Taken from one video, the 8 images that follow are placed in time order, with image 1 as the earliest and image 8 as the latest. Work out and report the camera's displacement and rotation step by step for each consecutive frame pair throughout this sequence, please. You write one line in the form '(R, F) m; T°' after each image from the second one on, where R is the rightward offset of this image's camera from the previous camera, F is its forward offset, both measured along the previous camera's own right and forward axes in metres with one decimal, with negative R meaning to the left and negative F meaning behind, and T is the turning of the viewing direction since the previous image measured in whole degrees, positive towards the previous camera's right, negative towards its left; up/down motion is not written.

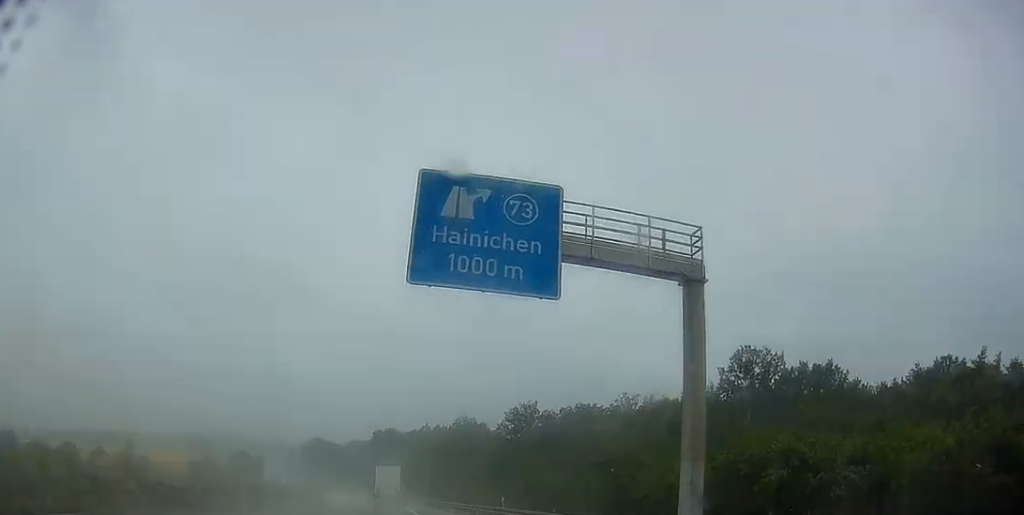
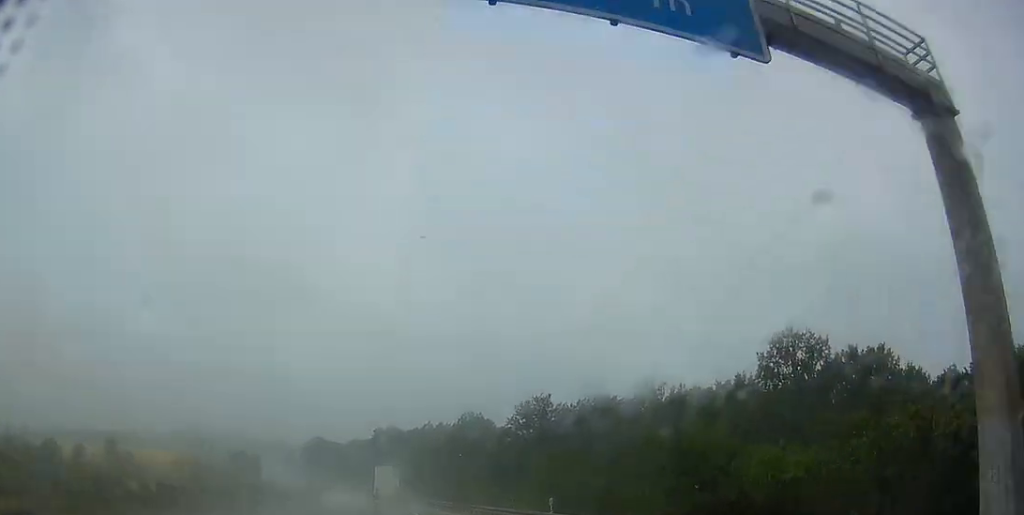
(-0.2, +10.3) m; +1°
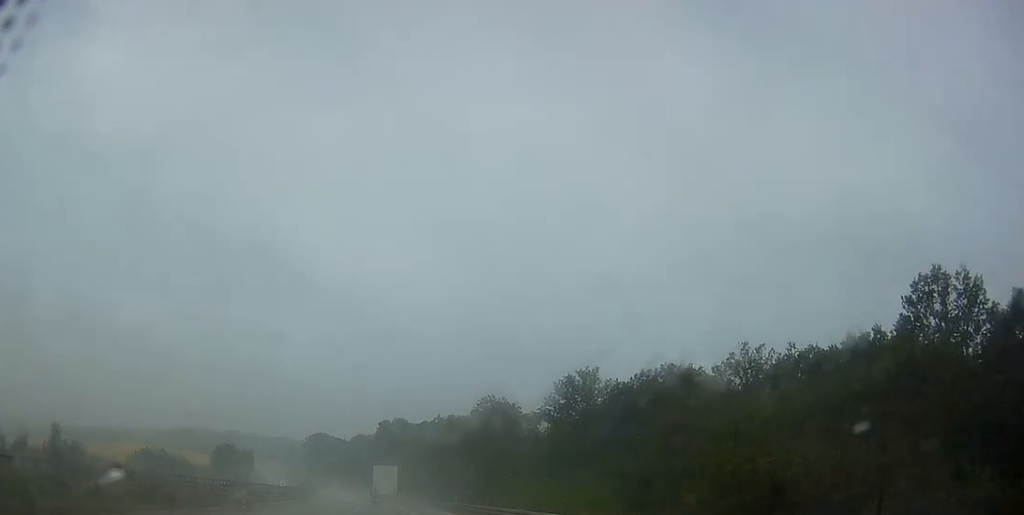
(+0.9, +26.8) m; -1°
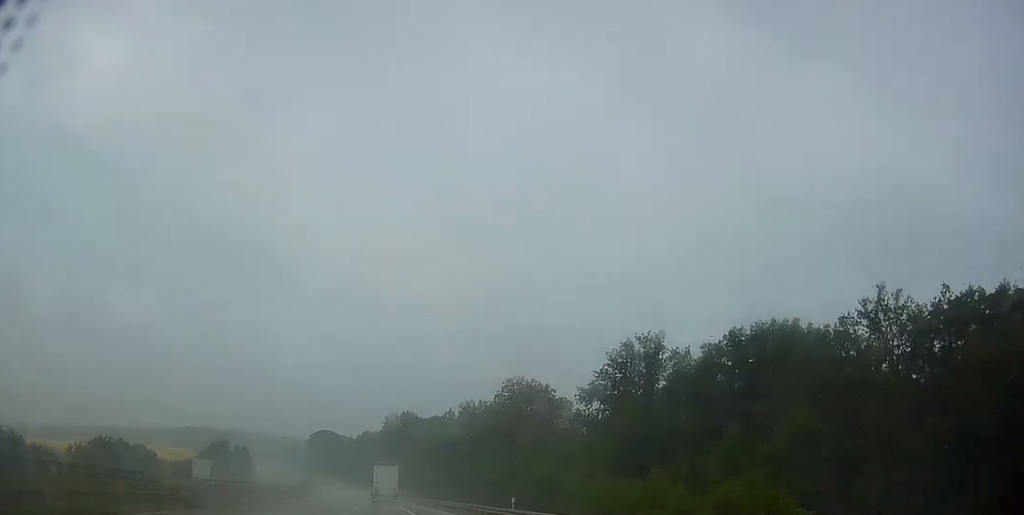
(-1.0, +22.7) m; -3°
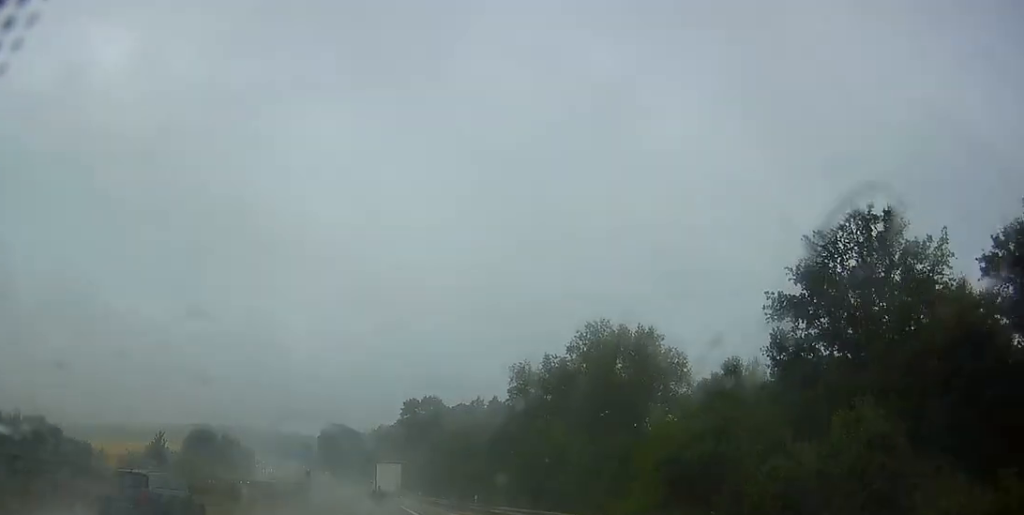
(+0.7, +38.9) m; +1°
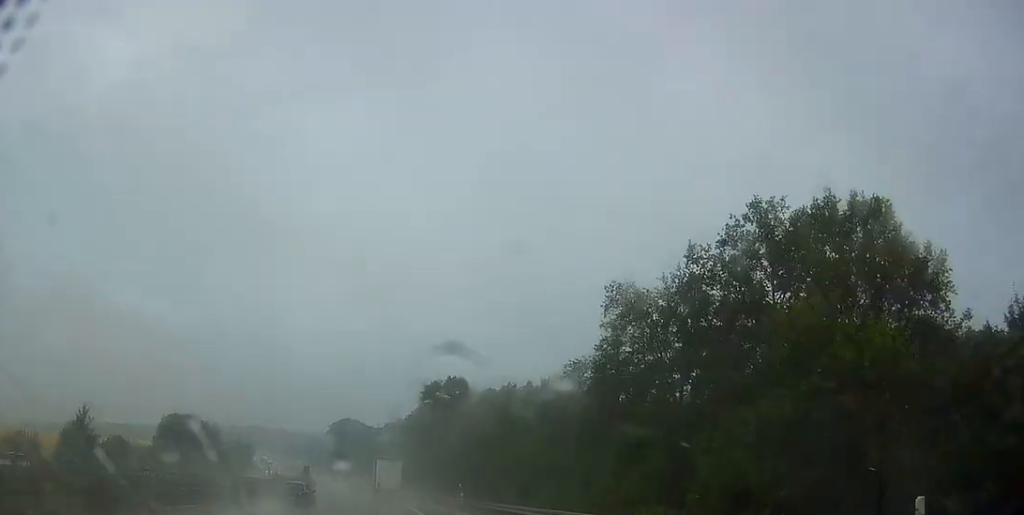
(-1.3, +36.1) m; -2°
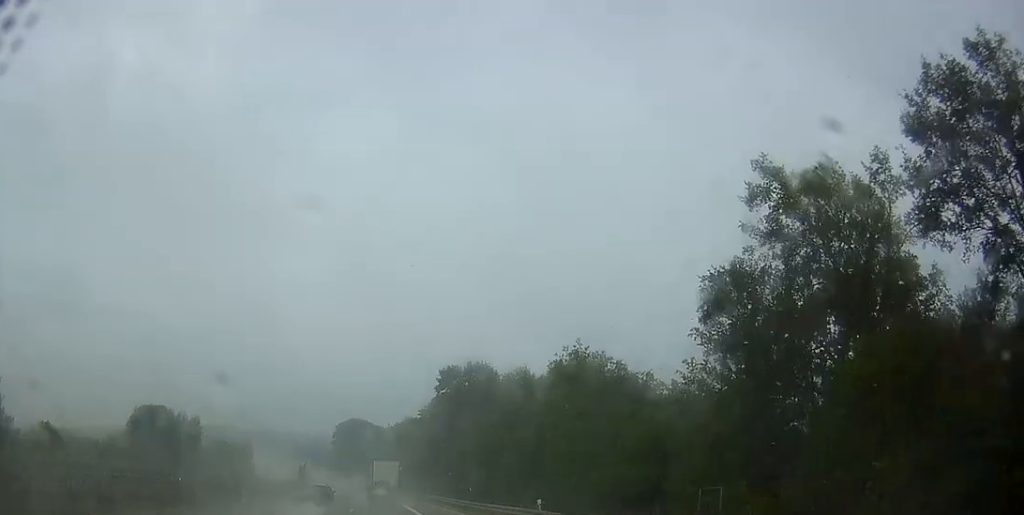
(+0.2, +23.7) m; 0°
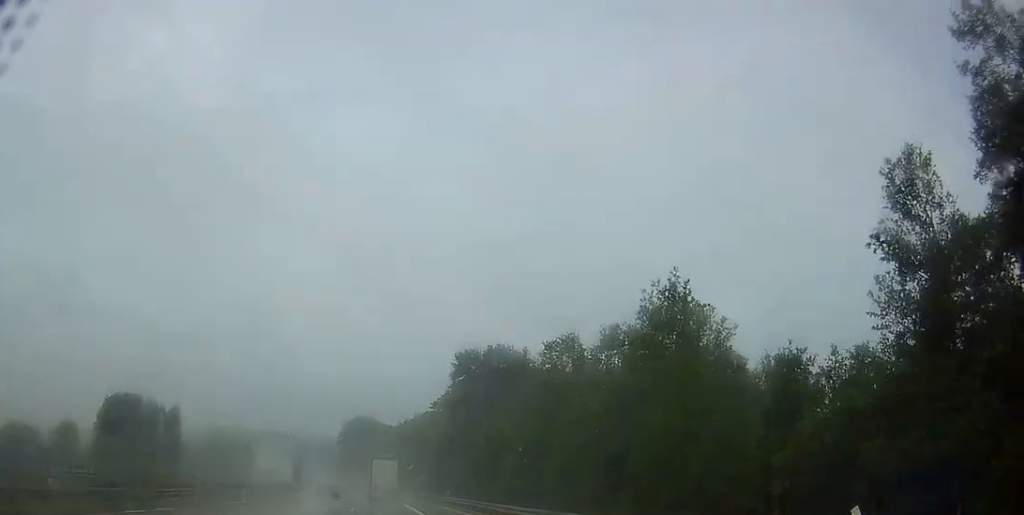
(+0.3, +18.2) m; -1°
